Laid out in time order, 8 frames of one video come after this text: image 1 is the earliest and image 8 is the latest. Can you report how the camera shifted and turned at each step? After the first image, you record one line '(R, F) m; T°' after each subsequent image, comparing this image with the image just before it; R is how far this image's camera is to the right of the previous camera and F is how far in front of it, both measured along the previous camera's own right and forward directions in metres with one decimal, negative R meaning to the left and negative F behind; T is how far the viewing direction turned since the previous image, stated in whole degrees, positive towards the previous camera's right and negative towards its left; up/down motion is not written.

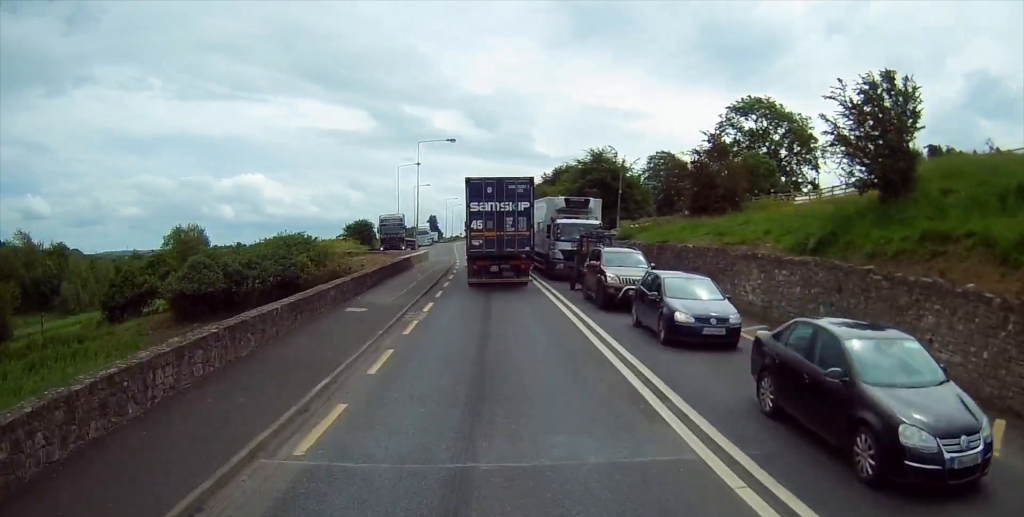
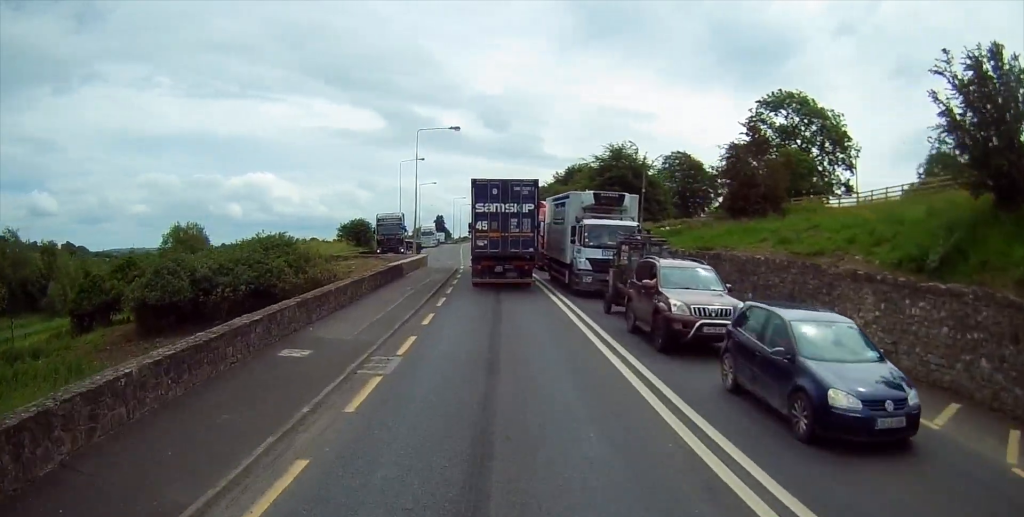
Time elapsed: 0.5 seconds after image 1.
(0.0, +6.4) m; -1°
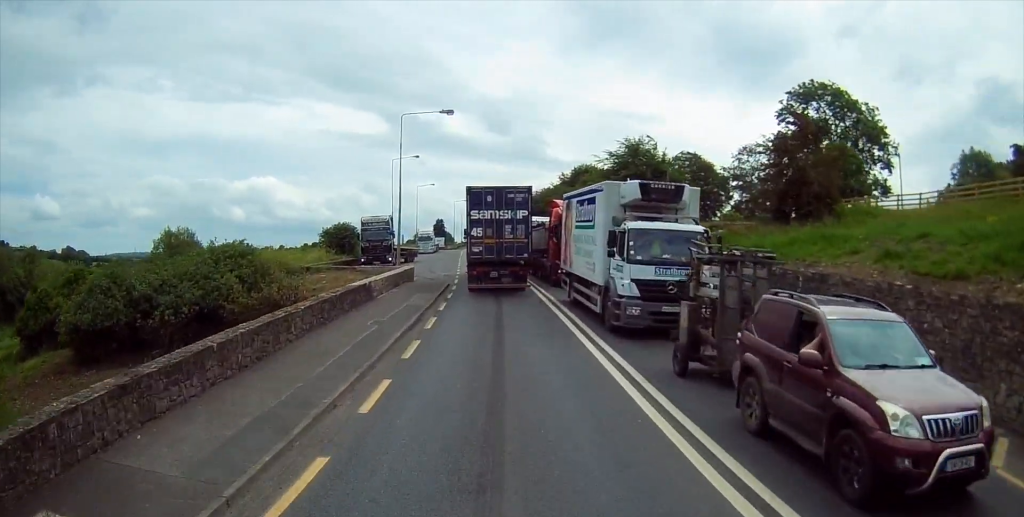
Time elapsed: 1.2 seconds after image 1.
(-0.1, +7.6) m; -1°
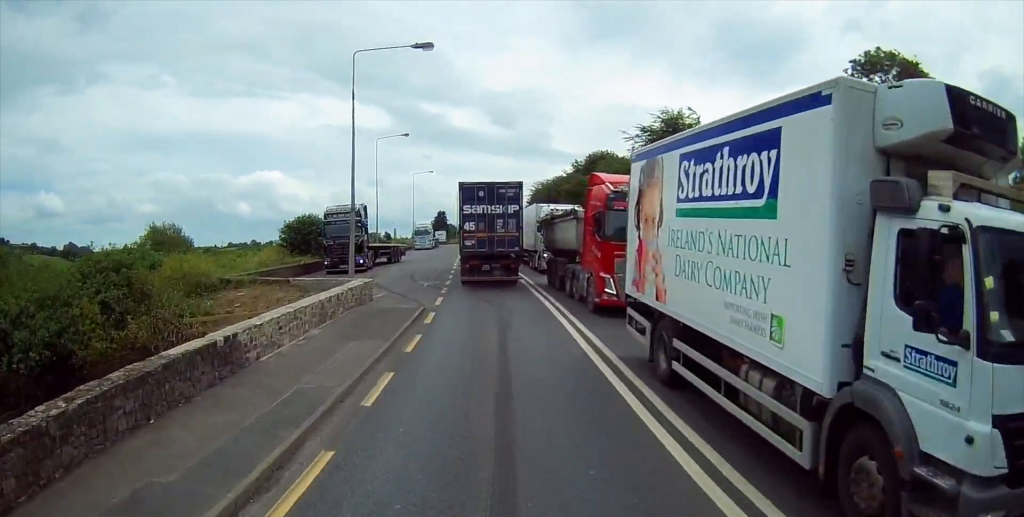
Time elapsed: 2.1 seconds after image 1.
(-0.2, +11.9) m; -1°
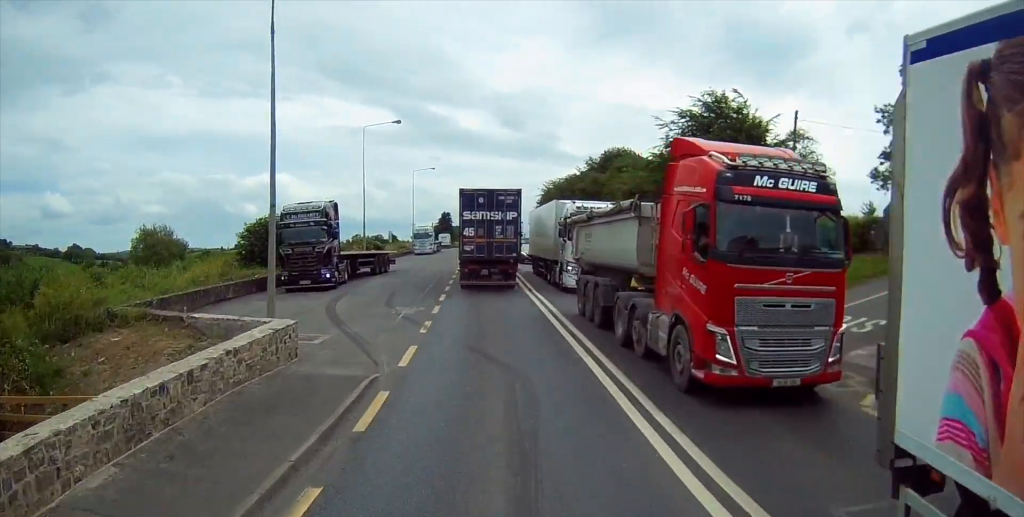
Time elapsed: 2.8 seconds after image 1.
(0.0, +8.7) m; 0°
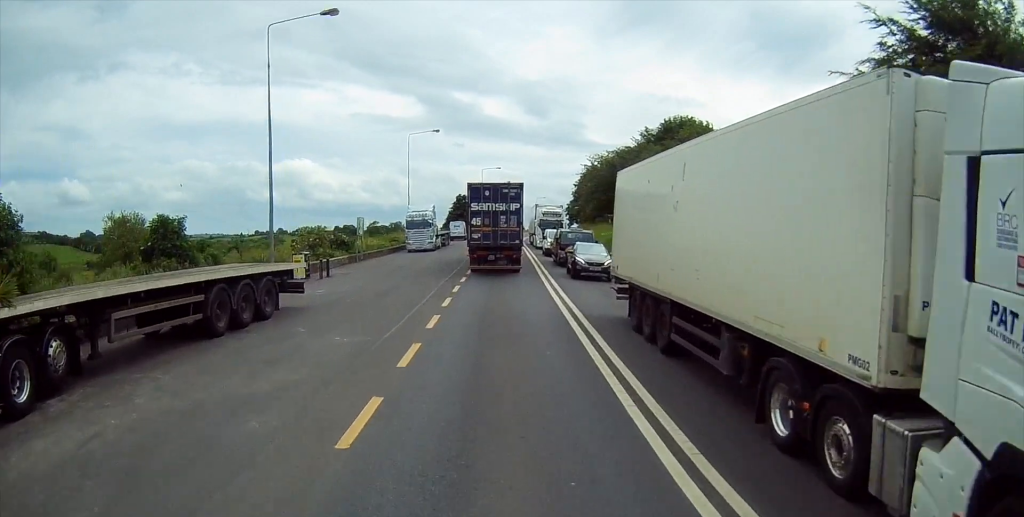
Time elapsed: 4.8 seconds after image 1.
(-0.5, +25.0) m; -2°
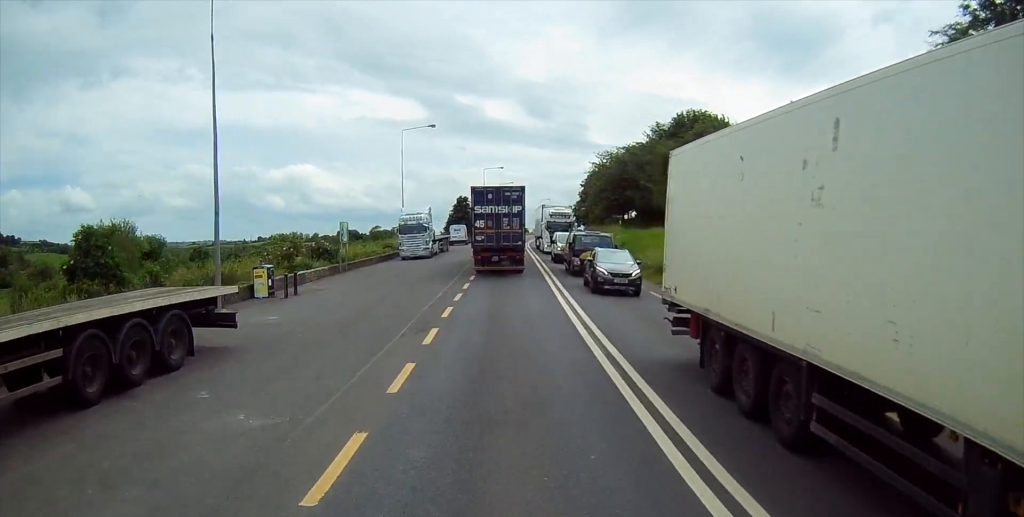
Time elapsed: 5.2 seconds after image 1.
(0.0, +5.5) m; -1°
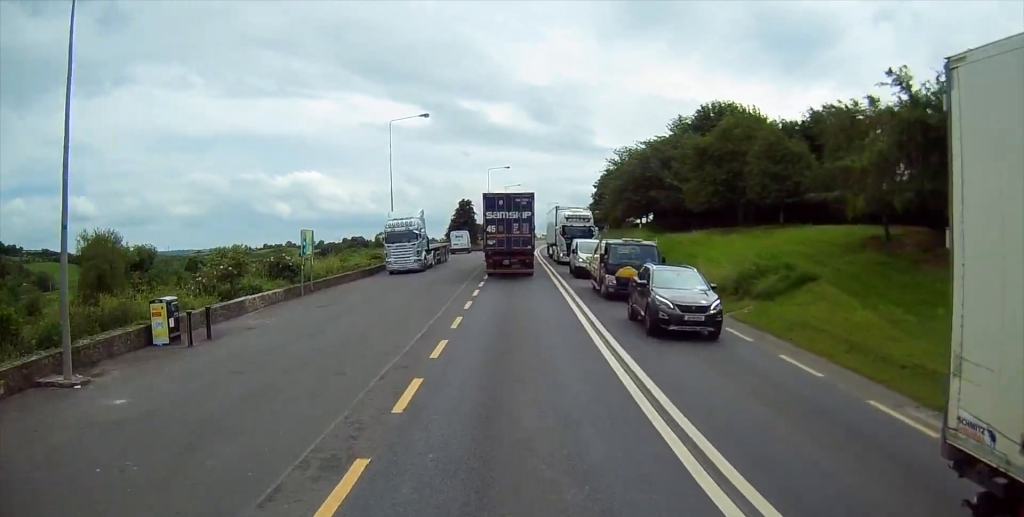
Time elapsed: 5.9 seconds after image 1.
(+0.1, +8.4) m; -1°
